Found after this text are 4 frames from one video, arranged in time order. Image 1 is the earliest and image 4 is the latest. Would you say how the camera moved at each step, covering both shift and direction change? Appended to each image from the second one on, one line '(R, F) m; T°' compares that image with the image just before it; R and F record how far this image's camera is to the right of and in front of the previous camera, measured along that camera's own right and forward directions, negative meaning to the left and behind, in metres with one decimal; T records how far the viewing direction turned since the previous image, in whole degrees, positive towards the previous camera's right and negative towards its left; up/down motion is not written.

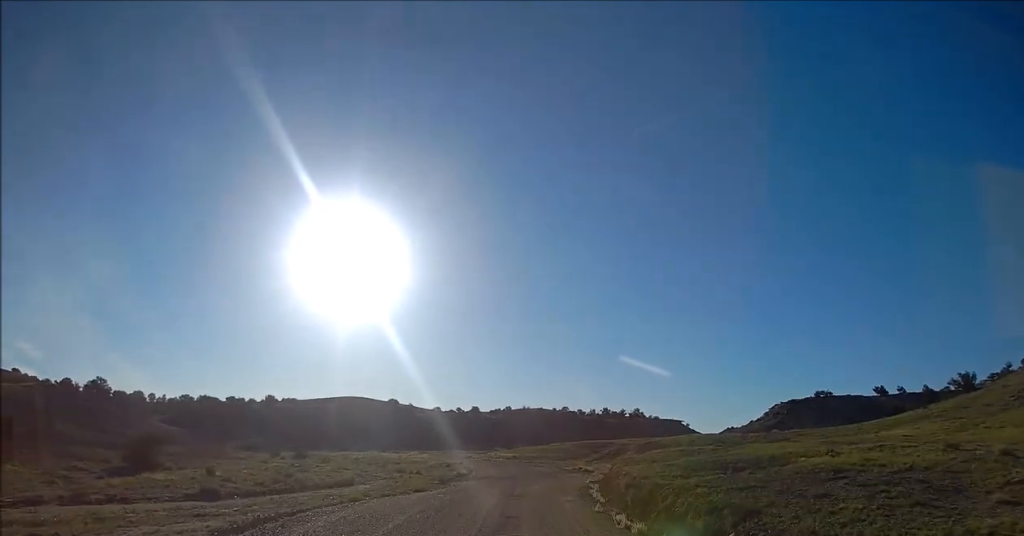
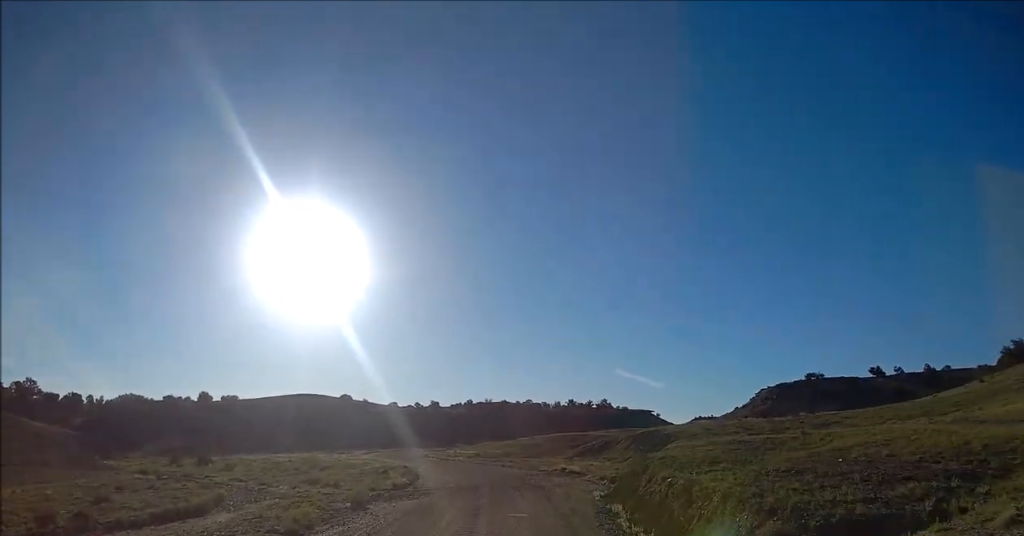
(+0.5, +17.1) m; +2°
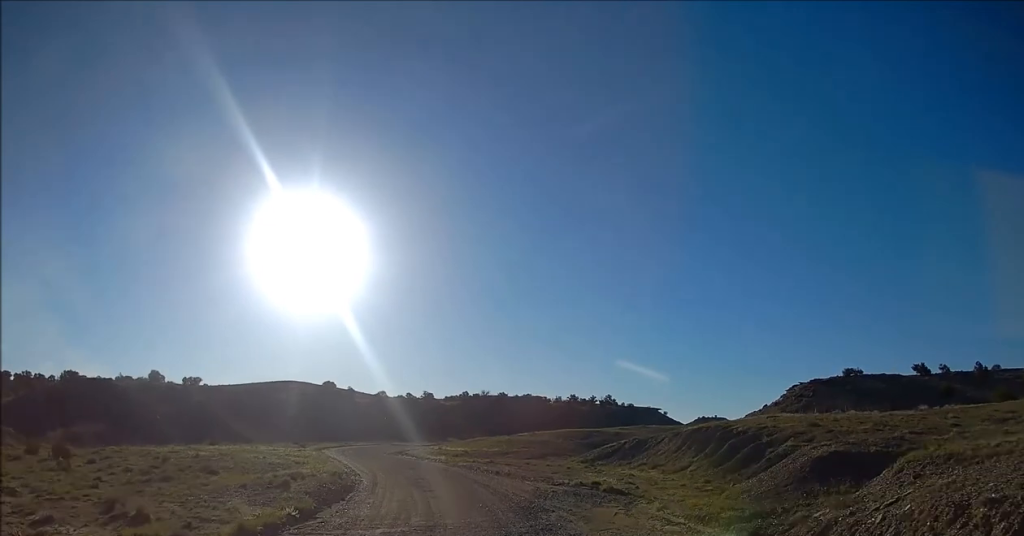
(-0.3, +20.1) m; 0°
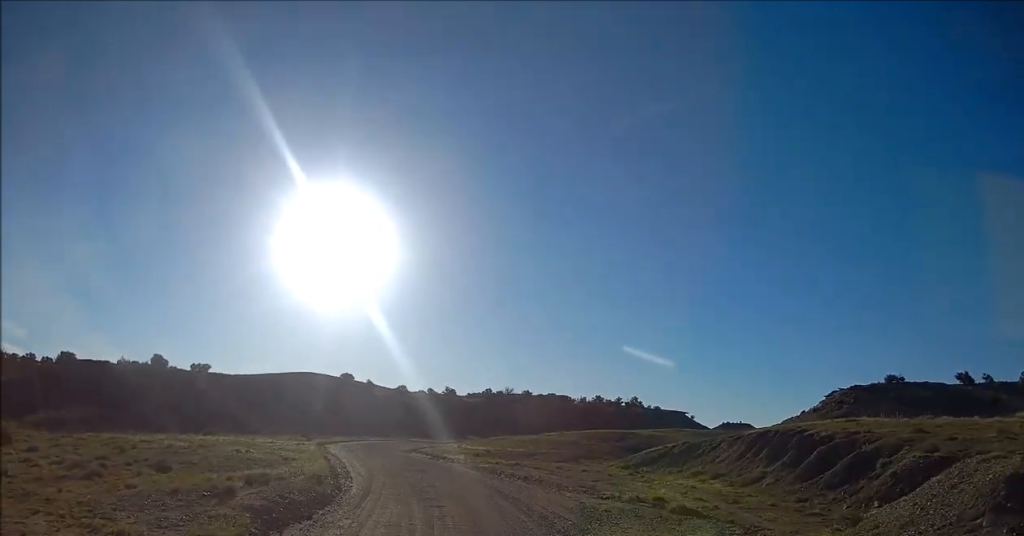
(-0.1, +8.2) m; -1°
